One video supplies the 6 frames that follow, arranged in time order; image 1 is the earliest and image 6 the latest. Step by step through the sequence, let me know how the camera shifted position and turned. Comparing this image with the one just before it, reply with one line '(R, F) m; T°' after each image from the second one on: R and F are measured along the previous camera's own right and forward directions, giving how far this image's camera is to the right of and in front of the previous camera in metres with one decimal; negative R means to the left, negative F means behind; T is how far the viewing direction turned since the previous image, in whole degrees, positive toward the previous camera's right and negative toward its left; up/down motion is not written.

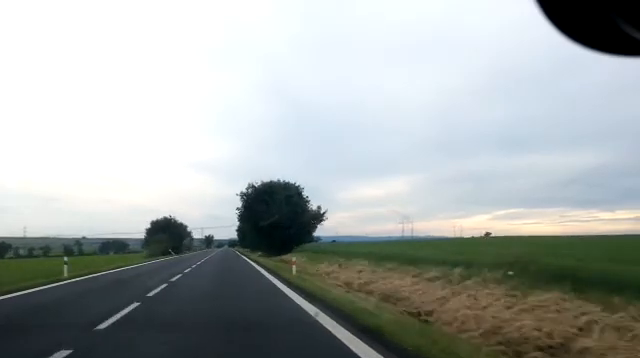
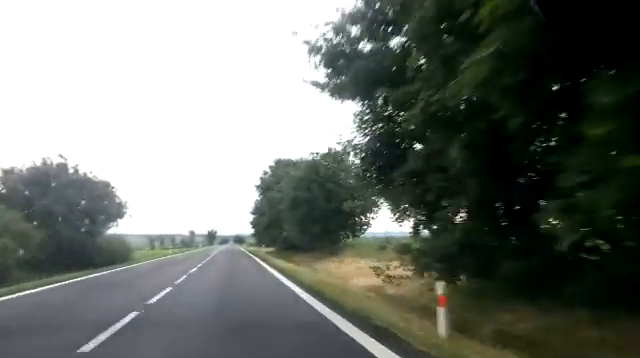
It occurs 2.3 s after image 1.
(-1.6, +54.3) m; -1°
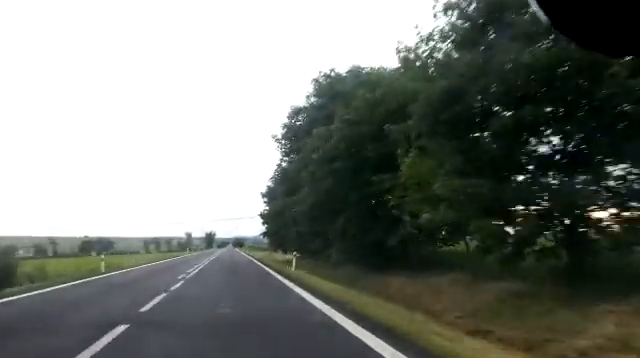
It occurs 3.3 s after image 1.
(+0.5, +23.1) m; 0°
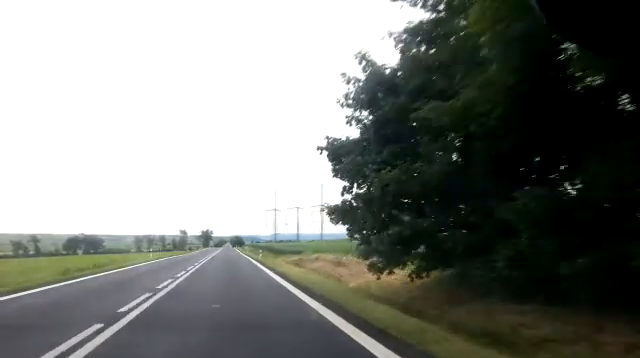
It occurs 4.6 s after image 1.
(-0.2, +29.9) m; 0°
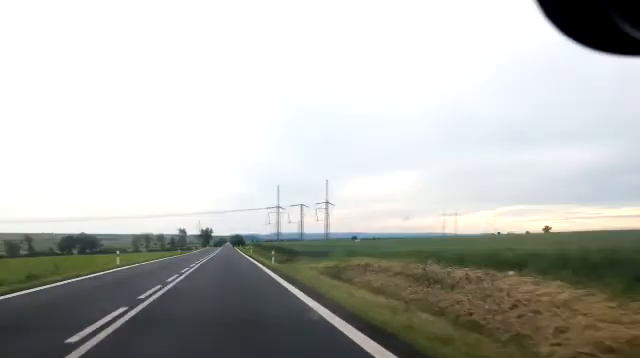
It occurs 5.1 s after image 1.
(+0.1, +11.5) m; 0°
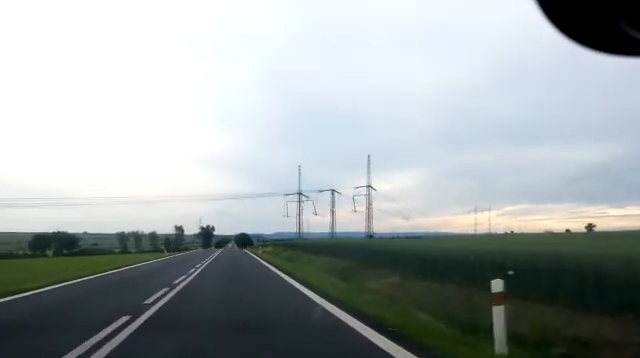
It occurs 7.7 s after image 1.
(-0.8, +58.8) m; -2°
